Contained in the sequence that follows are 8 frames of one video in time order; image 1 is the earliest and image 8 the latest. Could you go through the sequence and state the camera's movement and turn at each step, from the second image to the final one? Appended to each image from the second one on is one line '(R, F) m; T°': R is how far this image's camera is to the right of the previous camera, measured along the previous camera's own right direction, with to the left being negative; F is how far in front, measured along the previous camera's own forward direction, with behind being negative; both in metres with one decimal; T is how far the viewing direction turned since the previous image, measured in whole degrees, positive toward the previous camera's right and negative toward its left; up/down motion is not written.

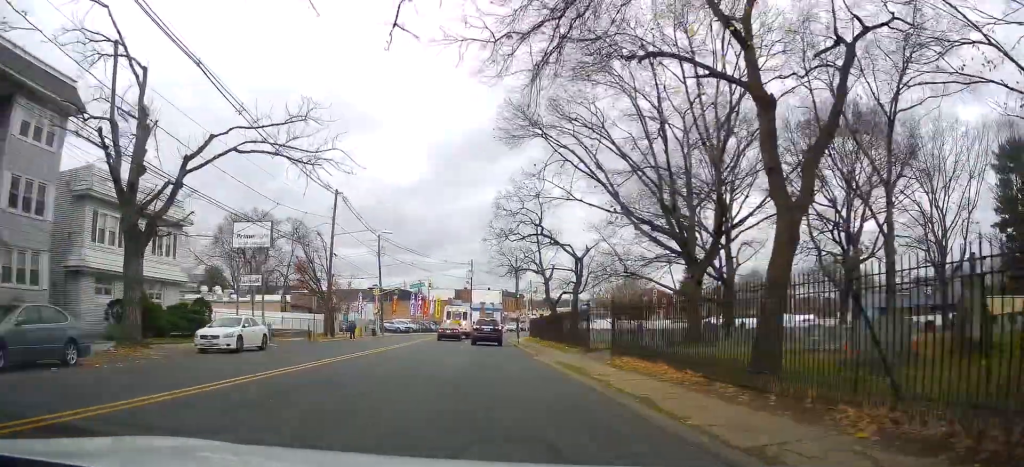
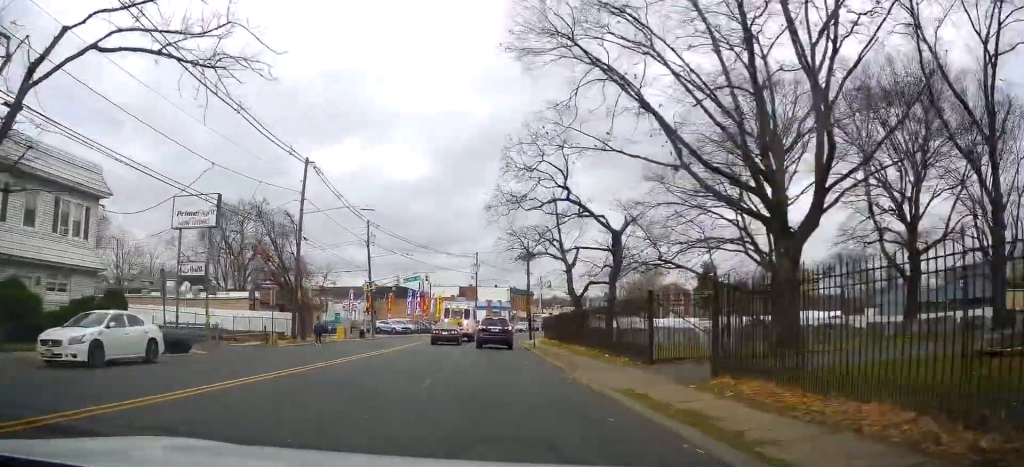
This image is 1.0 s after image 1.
(0.0, +9.9) m; 0°
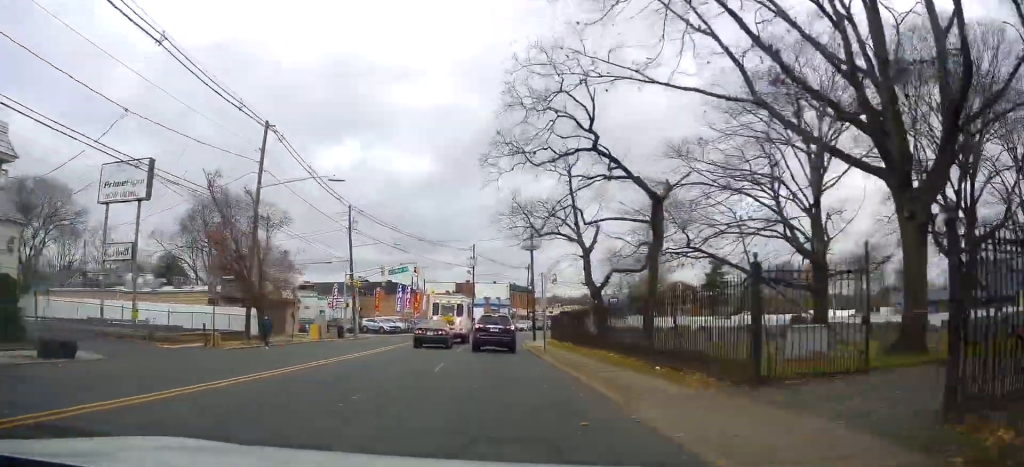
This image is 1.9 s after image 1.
(0.0, +7.7) m; +2°
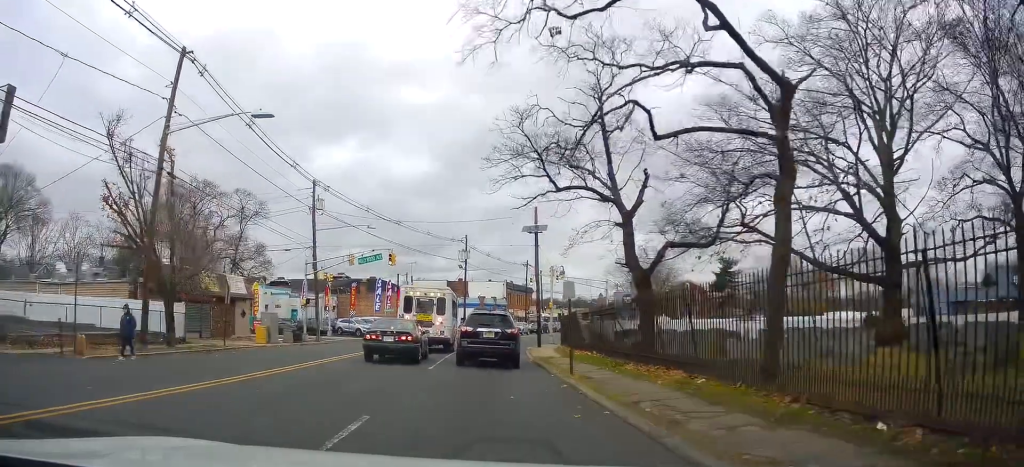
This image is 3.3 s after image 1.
(+0.4, +9.7) m; +3°
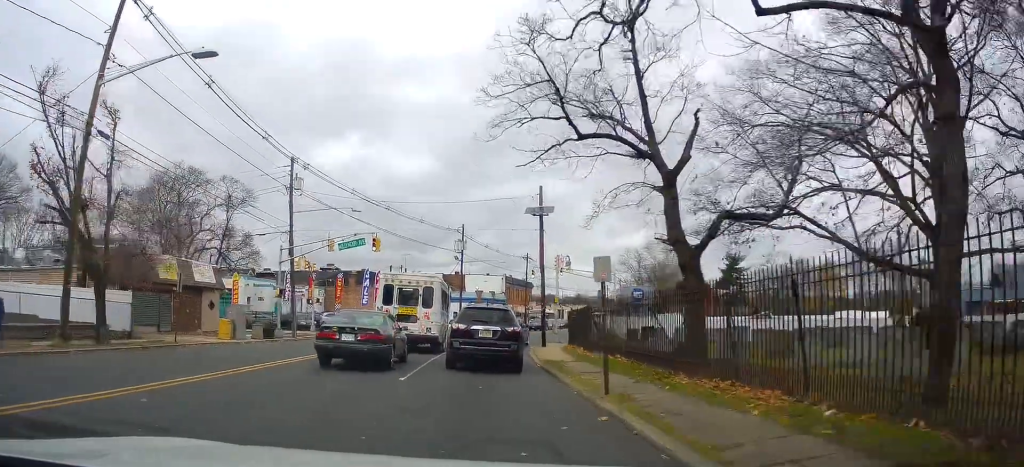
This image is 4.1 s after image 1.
(0.0, +4.9) m; -2°
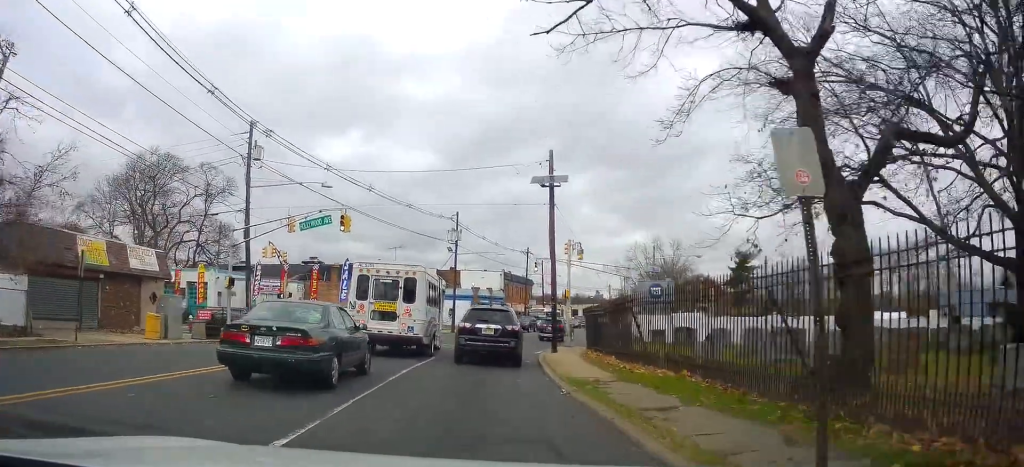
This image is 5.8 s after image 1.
(-0.6, +6.5) m; -4°
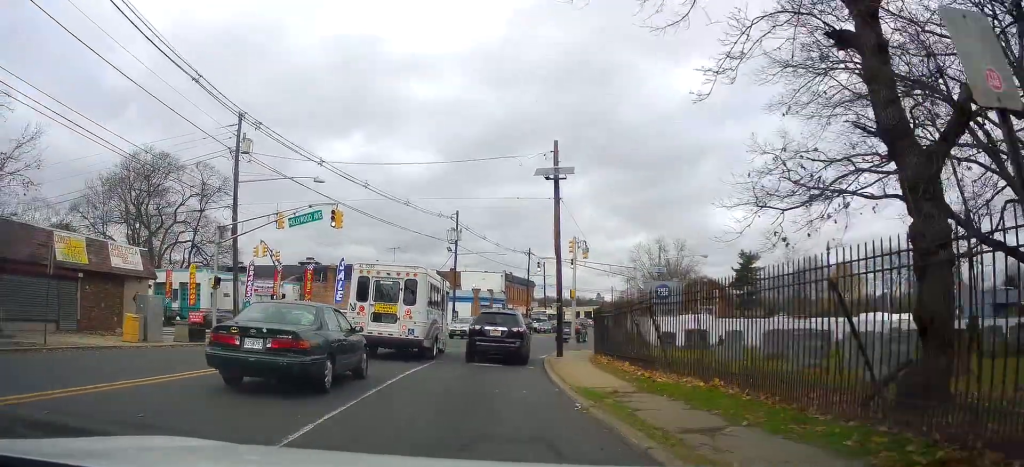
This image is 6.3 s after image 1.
(+0.2, +1.5) m; +3°
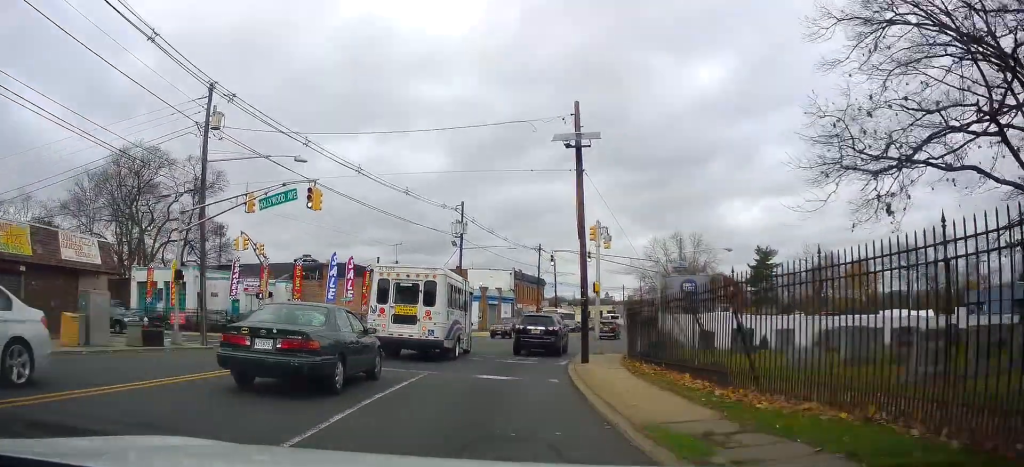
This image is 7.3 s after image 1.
(+0.2, +3.9) m; +4°
